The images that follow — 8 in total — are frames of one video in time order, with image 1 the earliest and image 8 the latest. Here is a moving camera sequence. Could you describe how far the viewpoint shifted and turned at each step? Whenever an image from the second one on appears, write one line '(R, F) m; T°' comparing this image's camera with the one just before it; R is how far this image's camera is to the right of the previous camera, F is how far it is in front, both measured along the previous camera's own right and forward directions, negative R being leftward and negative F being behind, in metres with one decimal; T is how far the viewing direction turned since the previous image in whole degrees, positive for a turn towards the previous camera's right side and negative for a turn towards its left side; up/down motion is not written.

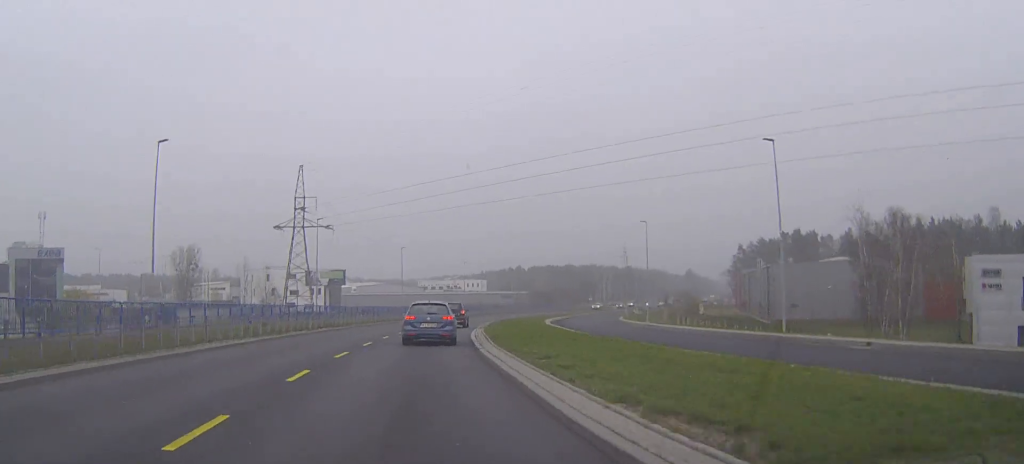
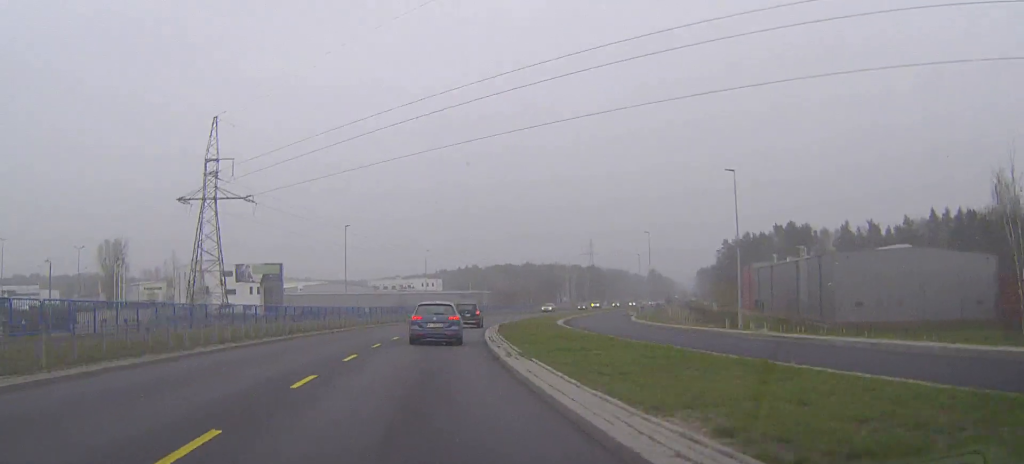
(+0.9, +24.6) m; +4°
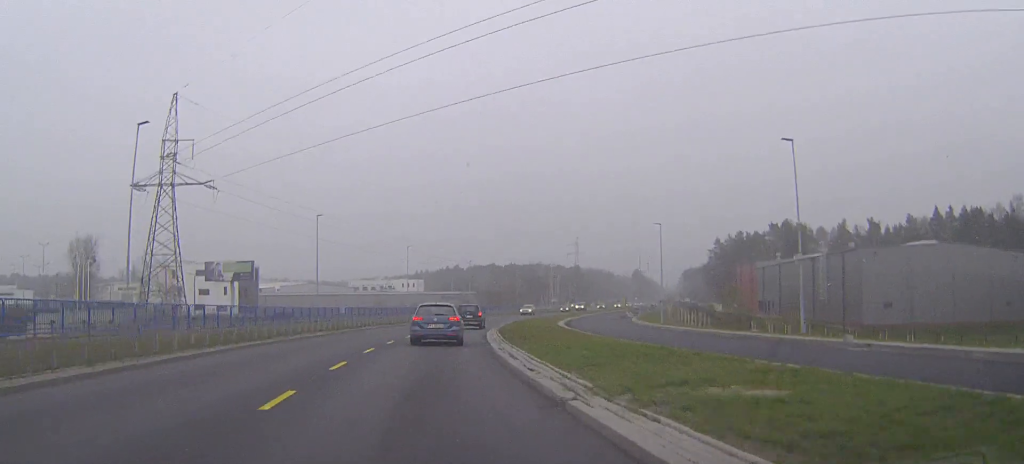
(+0.1, +8.5) m; +1°
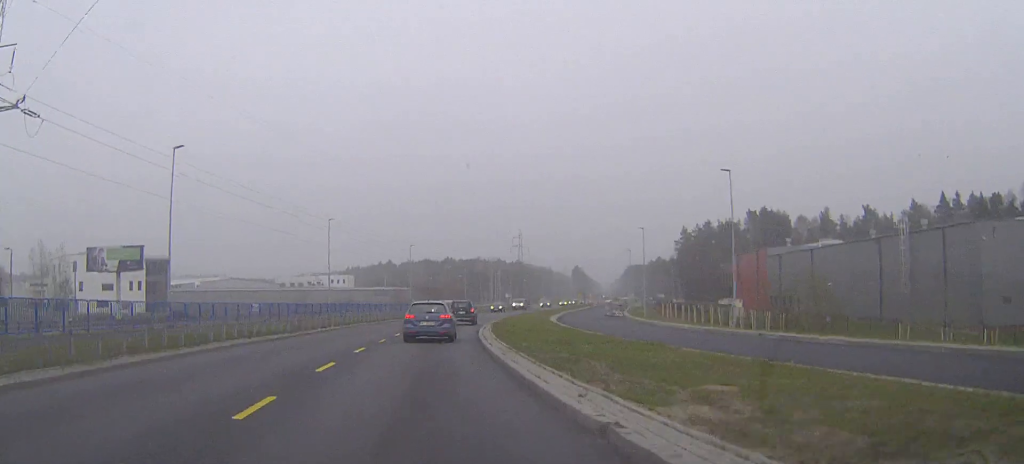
(+1.1, +24.4) m; +5°
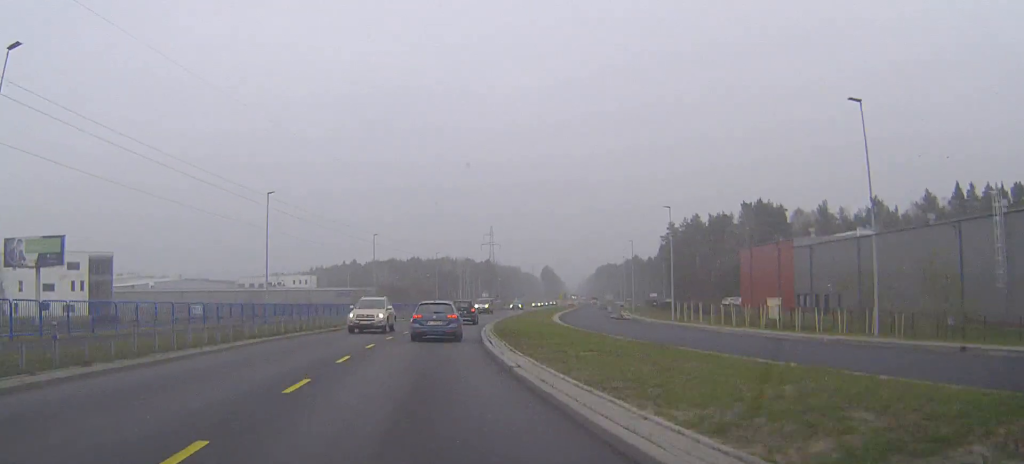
(+0.4, +15.2) m; +3°
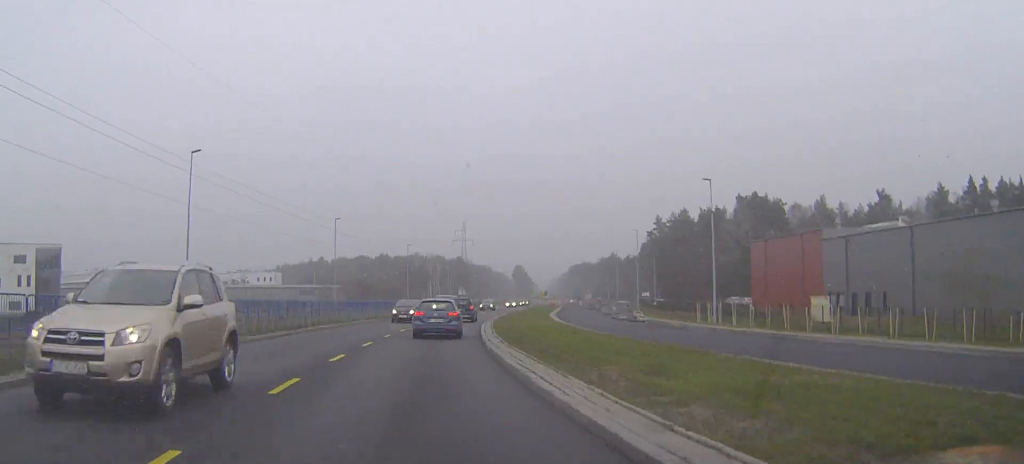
(+0.3, +12.6) m; +2°
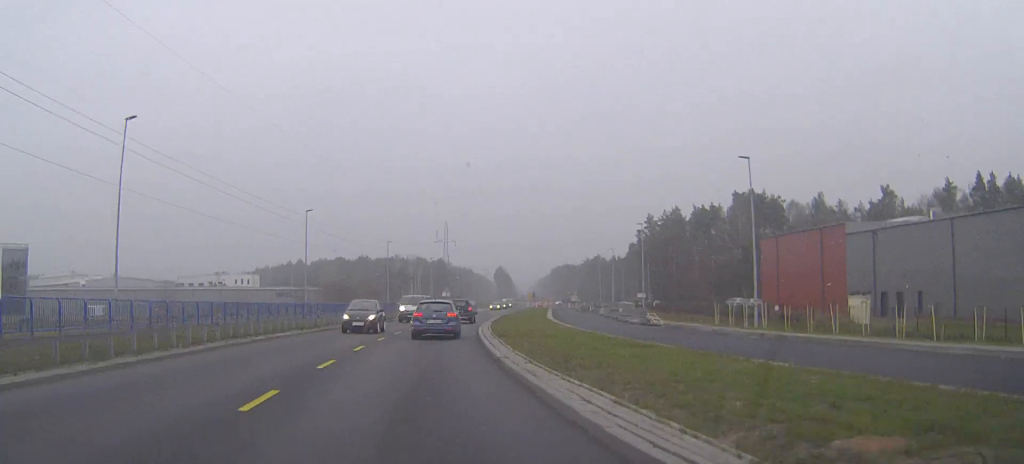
(0.0, +7.1) m; +1°
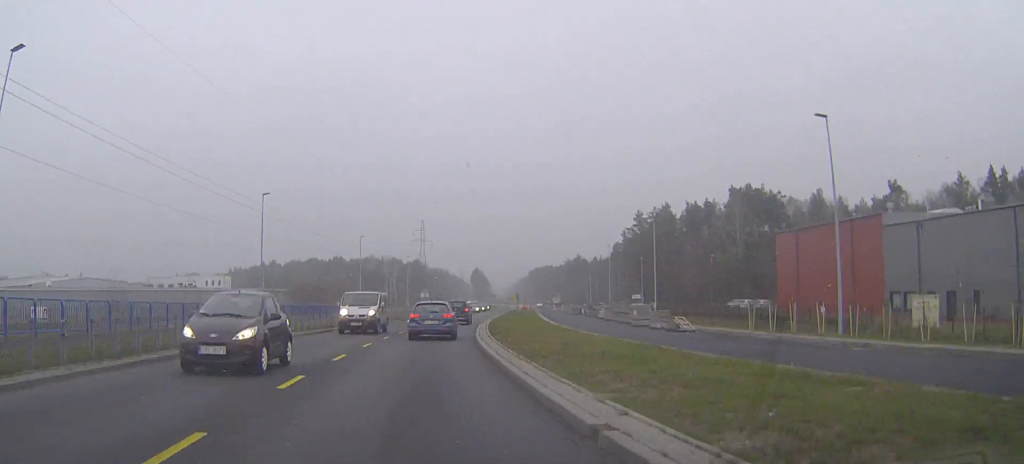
(+0.2, +9.4) m; +2°
